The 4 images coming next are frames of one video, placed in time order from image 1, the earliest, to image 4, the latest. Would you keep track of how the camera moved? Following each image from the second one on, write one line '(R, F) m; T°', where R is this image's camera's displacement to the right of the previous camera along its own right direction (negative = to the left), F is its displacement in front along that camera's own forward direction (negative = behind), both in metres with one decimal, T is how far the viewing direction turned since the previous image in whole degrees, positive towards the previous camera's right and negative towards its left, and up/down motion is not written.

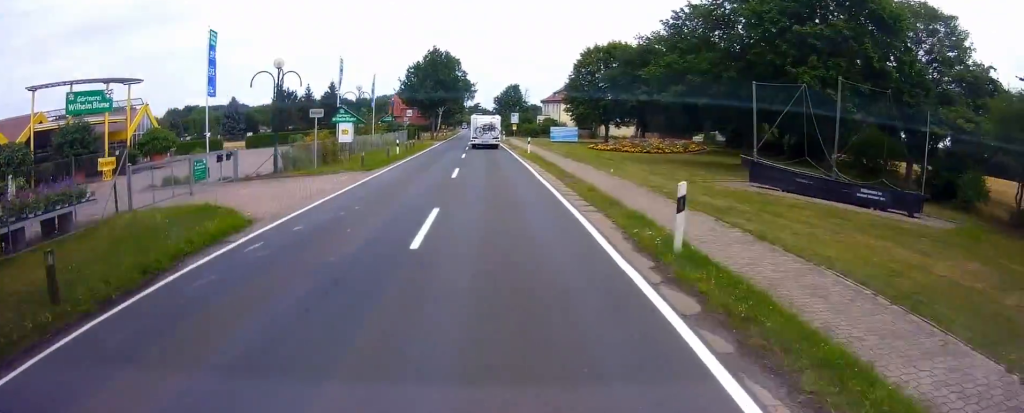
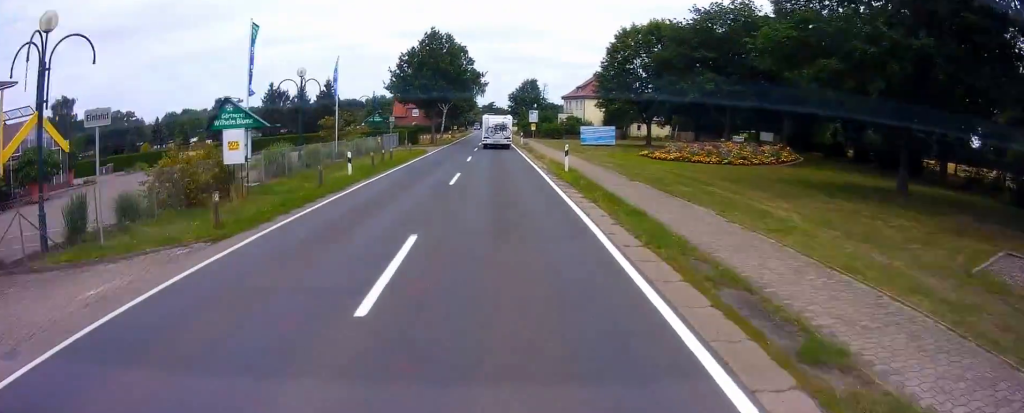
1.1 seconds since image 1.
(-0.4, +14.9) m; -3°
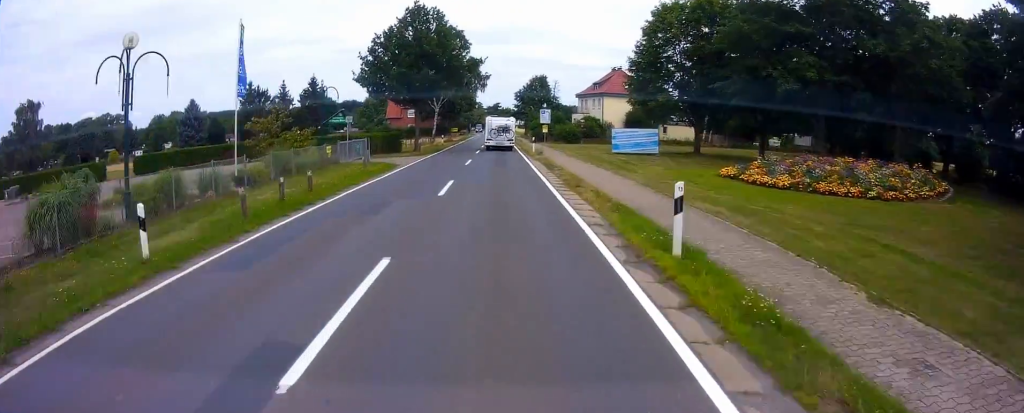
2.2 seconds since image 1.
(-0.1, +14.1) m; 0°
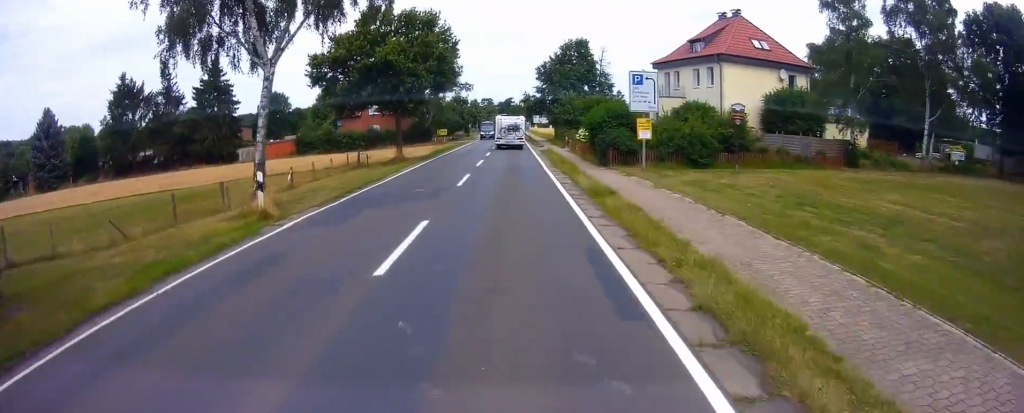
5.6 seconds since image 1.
(-0.9, +44.9) m; -1°
